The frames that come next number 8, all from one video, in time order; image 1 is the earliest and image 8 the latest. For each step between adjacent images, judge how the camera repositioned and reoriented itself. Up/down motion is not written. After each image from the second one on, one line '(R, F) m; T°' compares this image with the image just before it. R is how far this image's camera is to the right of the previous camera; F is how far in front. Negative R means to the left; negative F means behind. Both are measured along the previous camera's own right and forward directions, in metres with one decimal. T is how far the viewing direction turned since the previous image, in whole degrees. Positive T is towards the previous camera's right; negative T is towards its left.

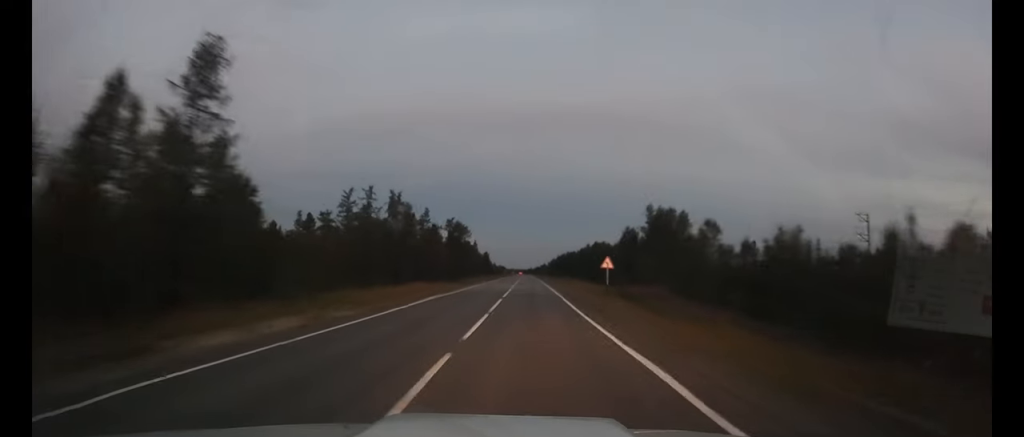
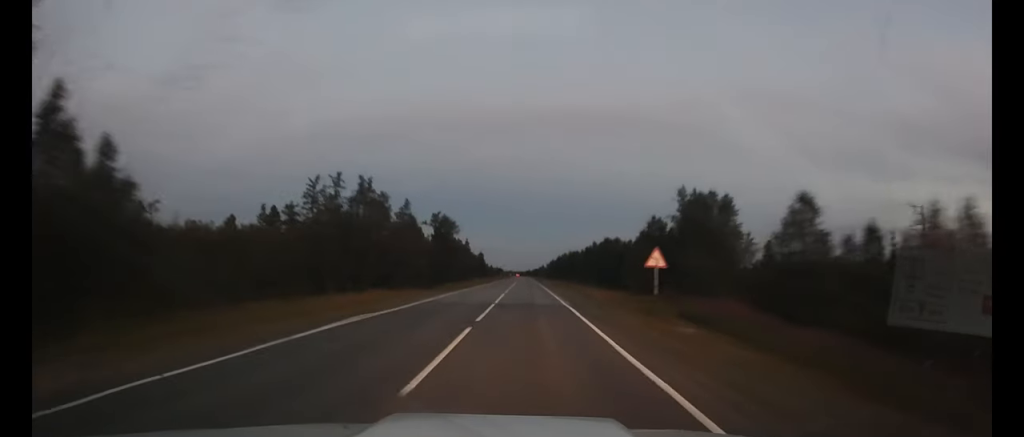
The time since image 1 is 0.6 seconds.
(+0.1, +14.3) m; 0°
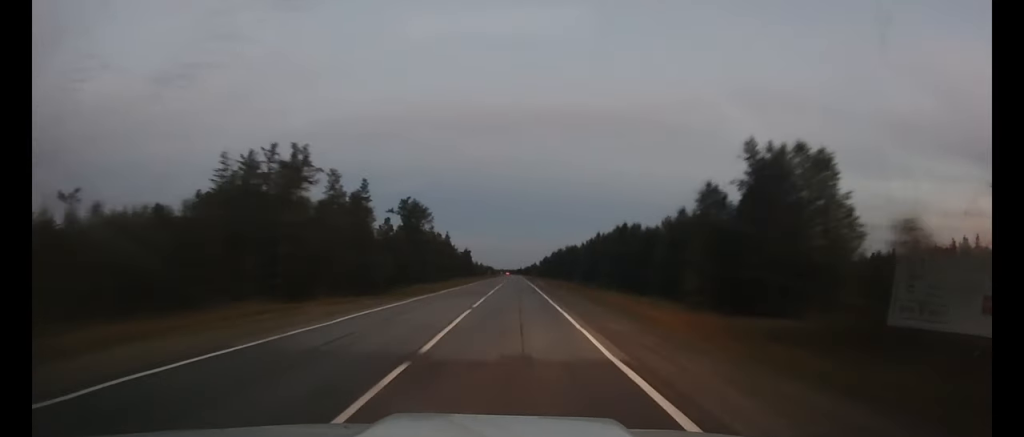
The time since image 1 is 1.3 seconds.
(+0.1, +17.7) m; 0°
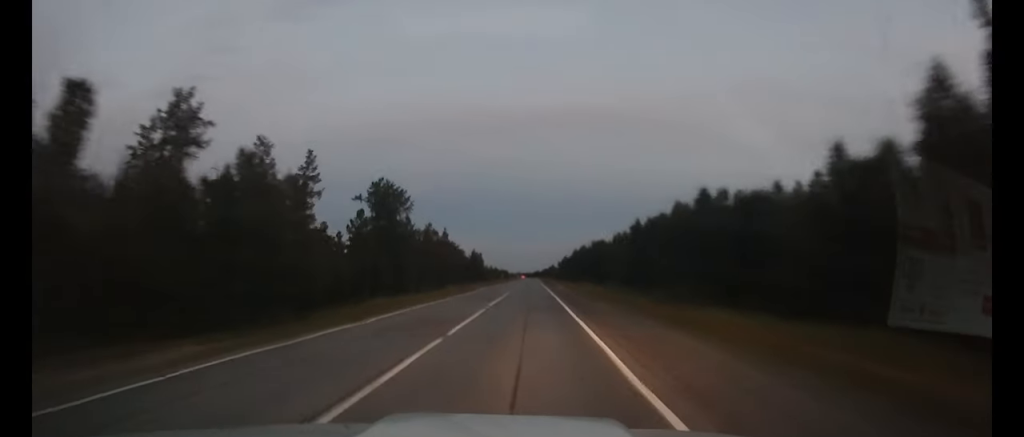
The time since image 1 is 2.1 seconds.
(+0.1, +20.2) m; 0°
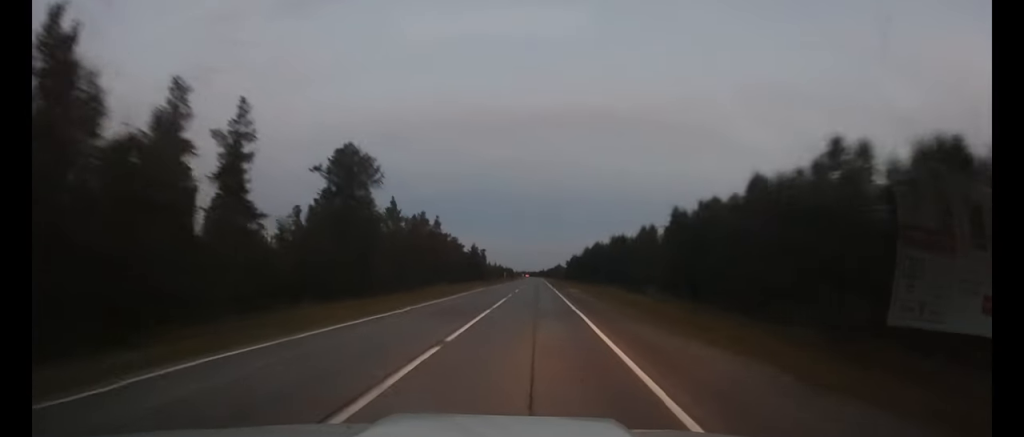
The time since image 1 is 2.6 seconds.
(0.0, +13.5) m; 0°
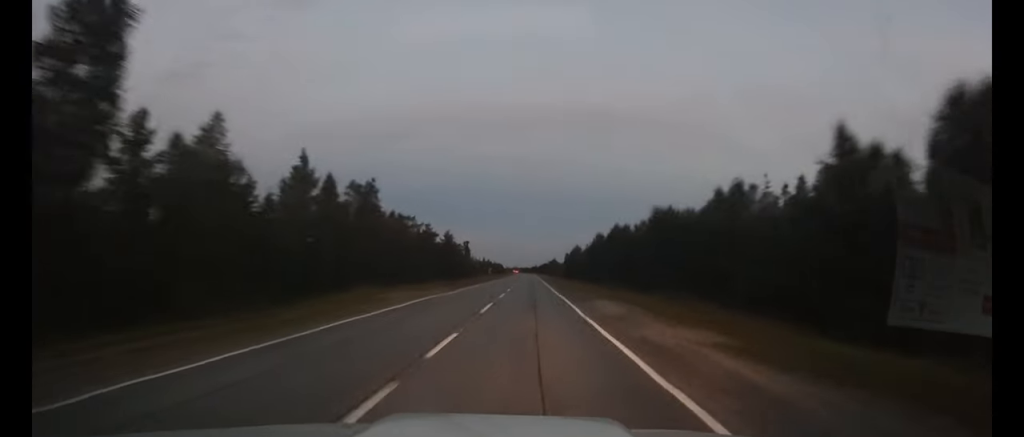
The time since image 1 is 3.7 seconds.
(-0.2, +28.1) m; -1°
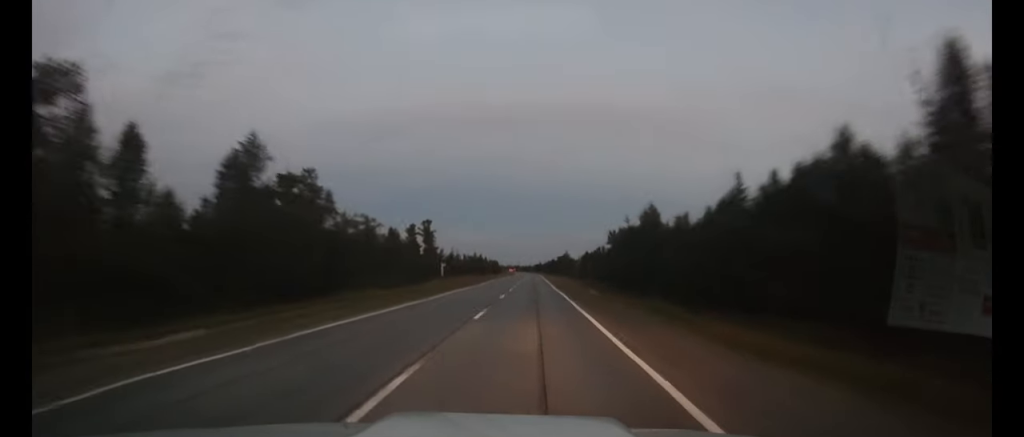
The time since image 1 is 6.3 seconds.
(+0.1, +68.2) m; 0°
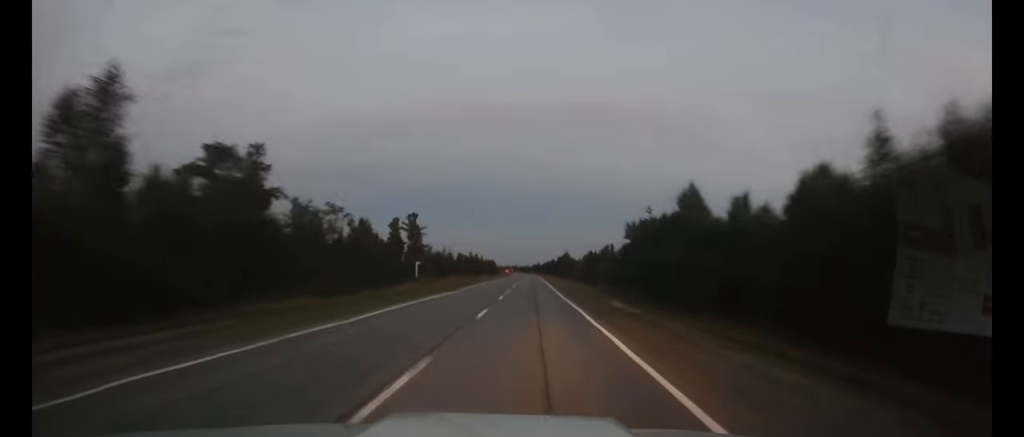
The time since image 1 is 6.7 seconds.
(0.0, +11.6) m; 0°
